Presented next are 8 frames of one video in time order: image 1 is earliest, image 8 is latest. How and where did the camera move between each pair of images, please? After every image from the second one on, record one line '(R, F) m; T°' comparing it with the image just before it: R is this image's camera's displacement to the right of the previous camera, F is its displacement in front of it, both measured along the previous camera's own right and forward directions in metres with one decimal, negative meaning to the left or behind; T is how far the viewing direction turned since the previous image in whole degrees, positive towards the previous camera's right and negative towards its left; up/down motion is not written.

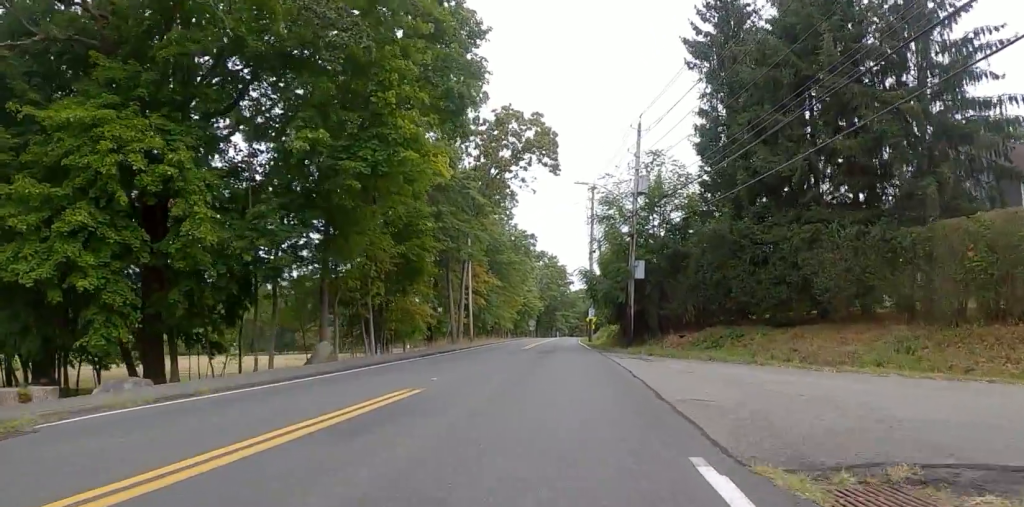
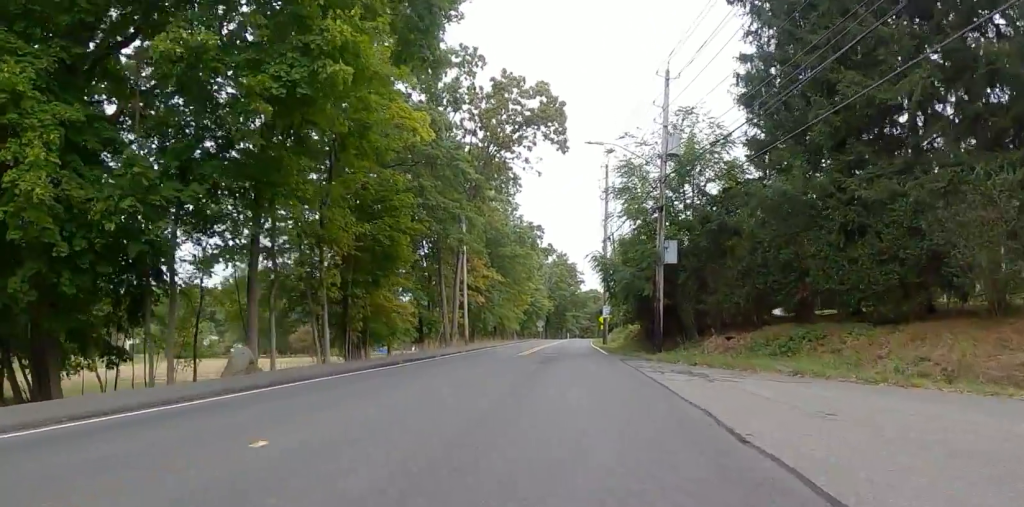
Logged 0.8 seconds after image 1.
(0.0, +6.3) m; 0°
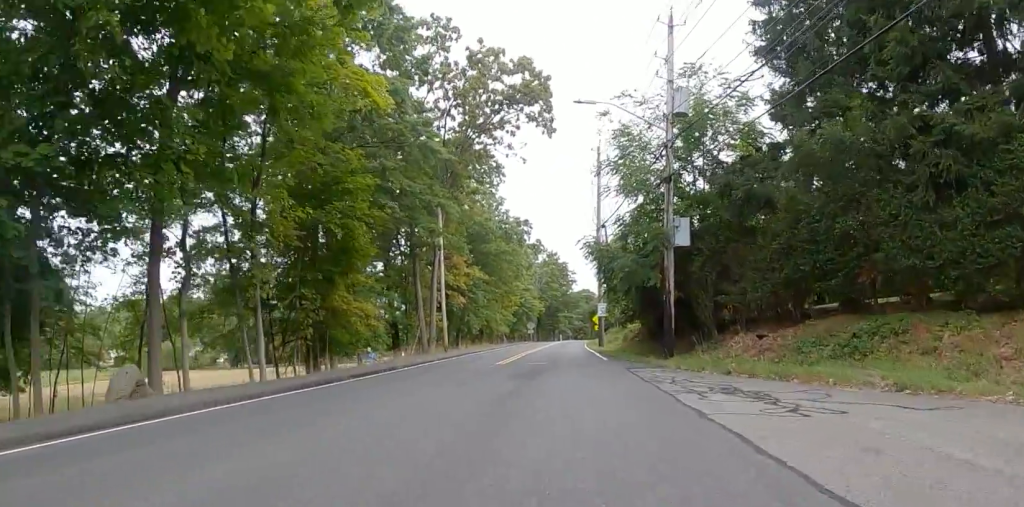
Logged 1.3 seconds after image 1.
(0.0, +4.0) m; 0°
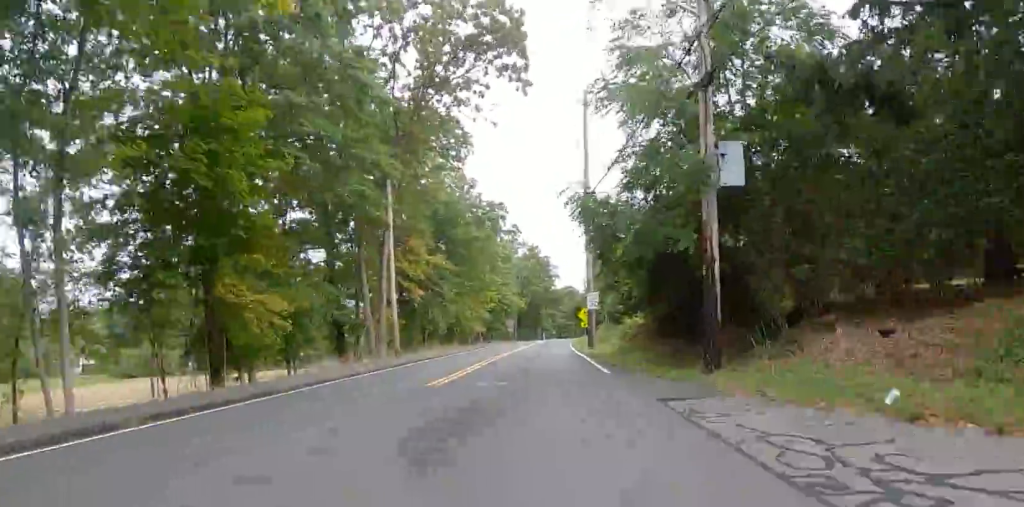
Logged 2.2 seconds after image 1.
(0.0, +7.2) m; 0°
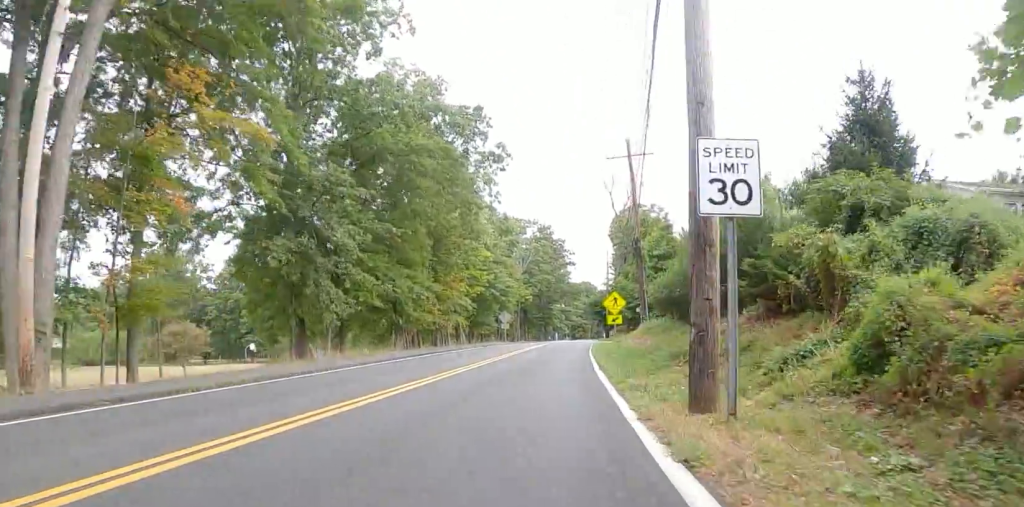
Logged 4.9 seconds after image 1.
(0.0, +21.2) m; 0°
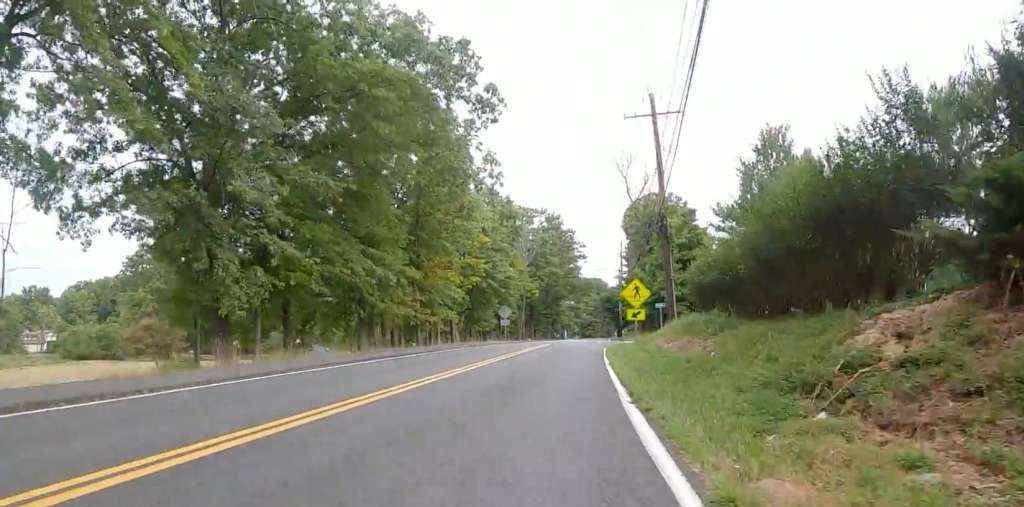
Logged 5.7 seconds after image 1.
(0.0, +6.8) m; 0°
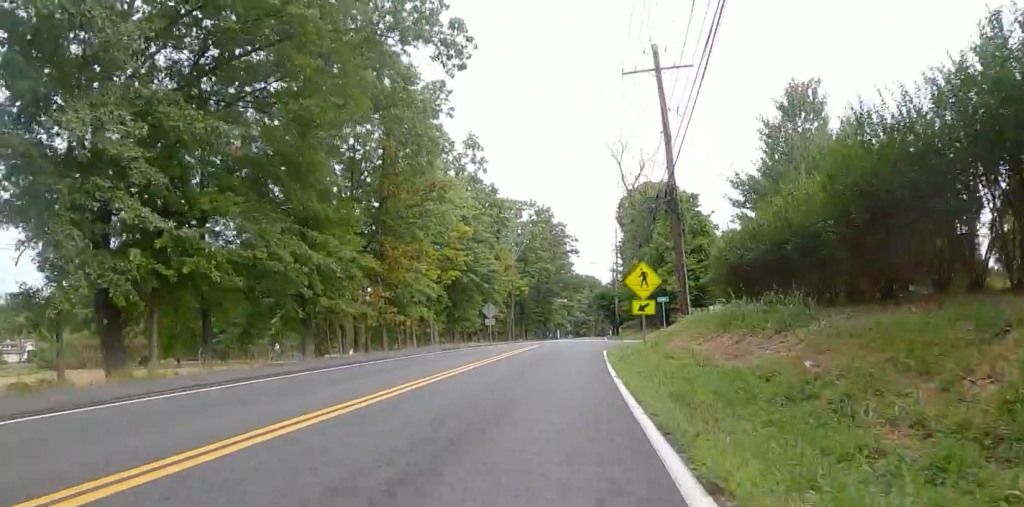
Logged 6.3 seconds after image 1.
(0.0, +4.9) m; 0°
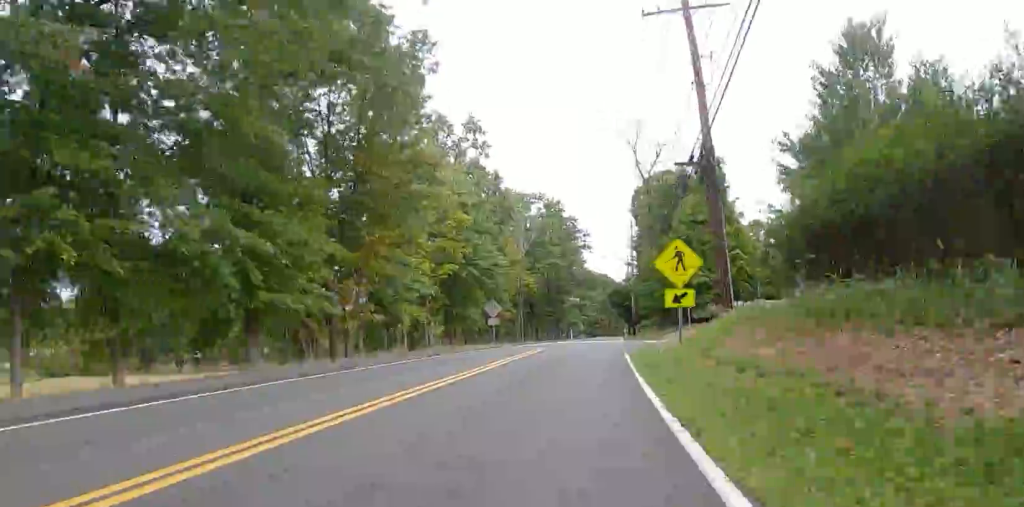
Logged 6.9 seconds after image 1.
(0.0, +4.7) m; 0°
